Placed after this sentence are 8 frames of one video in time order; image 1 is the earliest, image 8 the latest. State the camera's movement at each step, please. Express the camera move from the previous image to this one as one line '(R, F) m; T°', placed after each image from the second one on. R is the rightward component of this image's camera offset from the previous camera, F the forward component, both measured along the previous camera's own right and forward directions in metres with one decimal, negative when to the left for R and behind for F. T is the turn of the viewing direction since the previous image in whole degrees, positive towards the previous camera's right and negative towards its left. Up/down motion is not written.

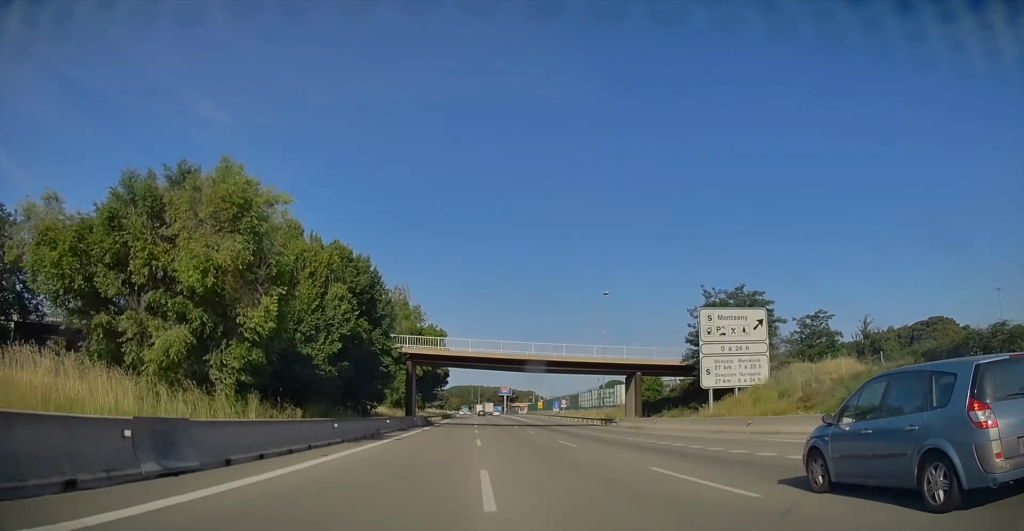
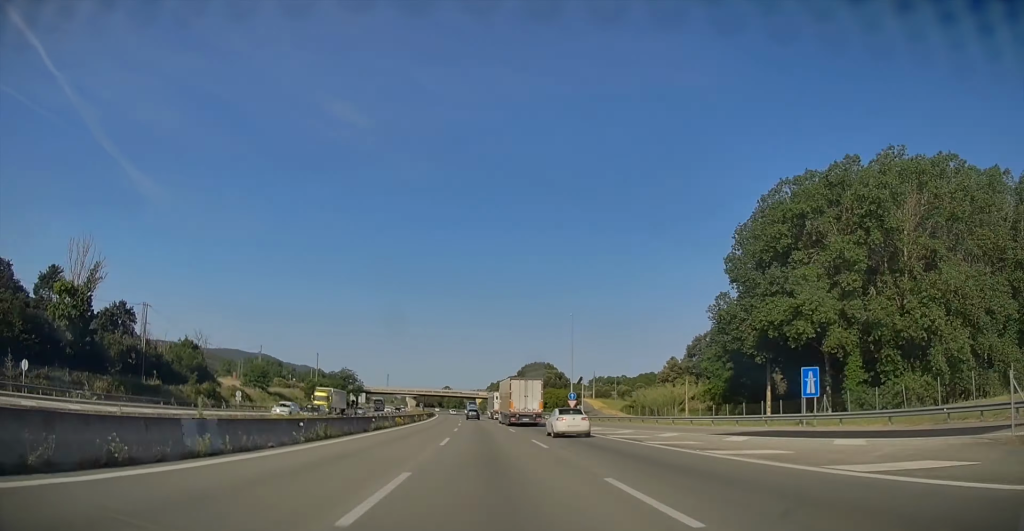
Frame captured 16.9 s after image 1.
(-46.4, +544.2) m; -13°
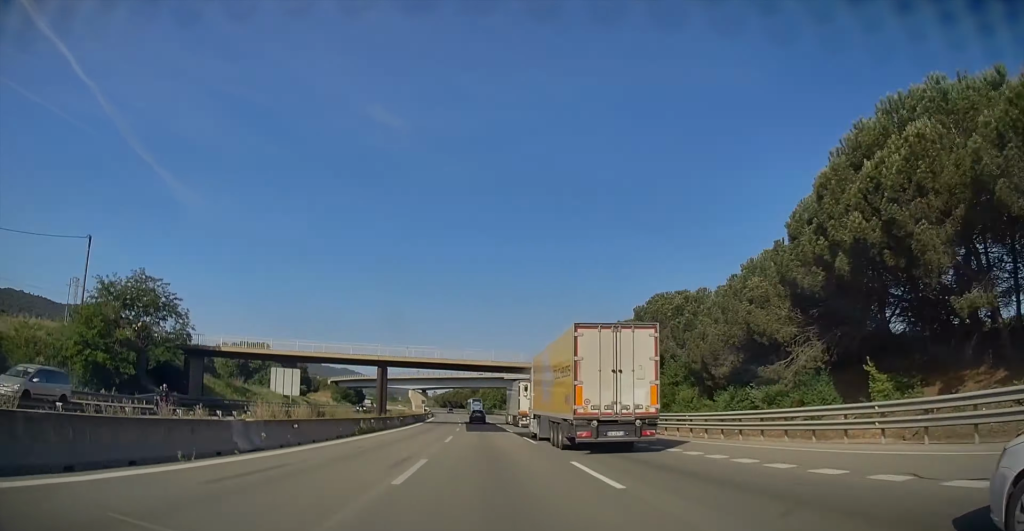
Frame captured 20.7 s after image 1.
(+0.7, +118.5) m; -4°
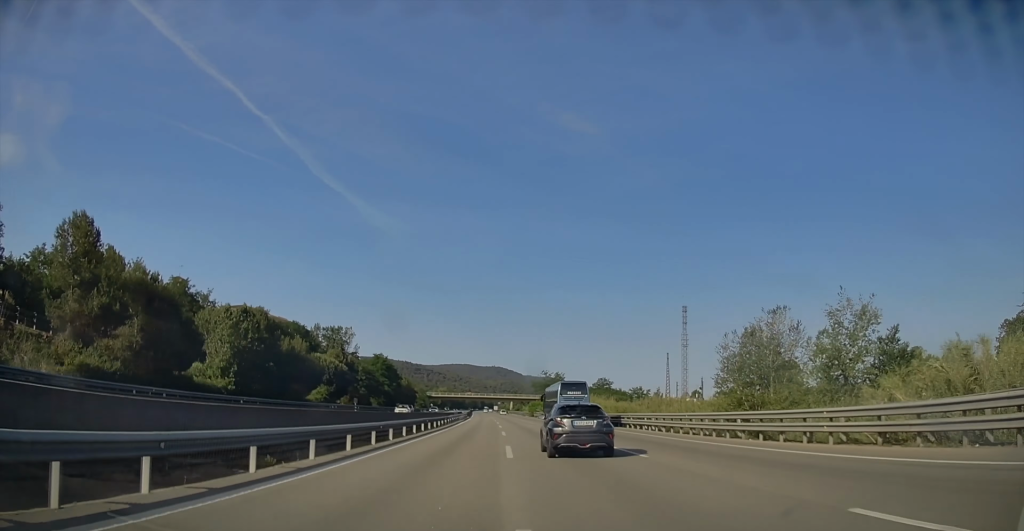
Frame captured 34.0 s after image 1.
(-48.0, +372.8) m; -12°
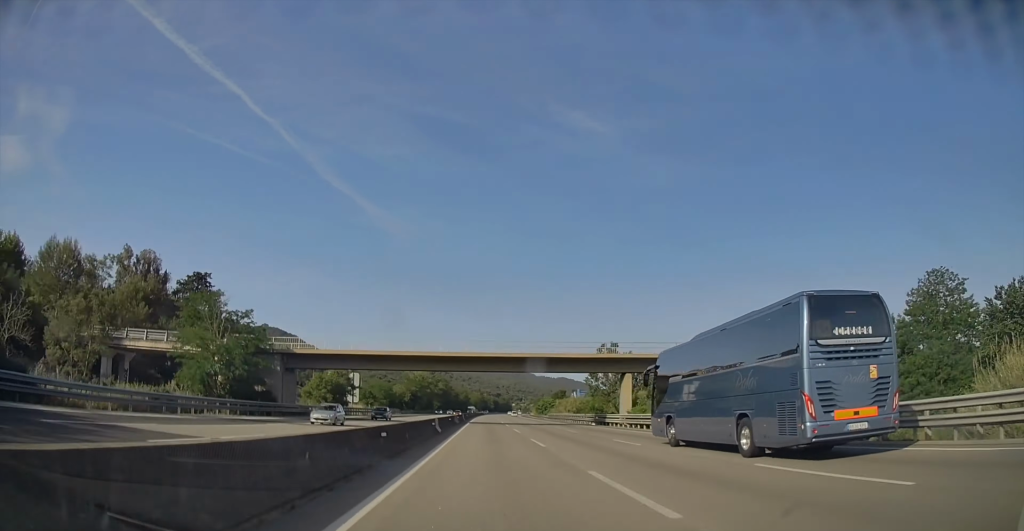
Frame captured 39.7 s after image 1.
(-5.2, +137.5) m; -2°
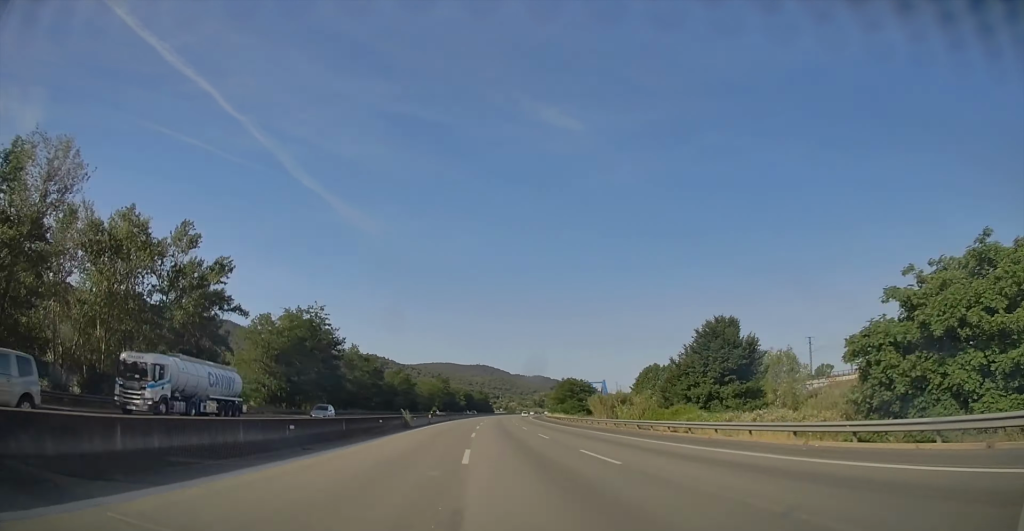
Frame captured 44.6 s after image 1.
(-3.9, +106.0) m; 0°
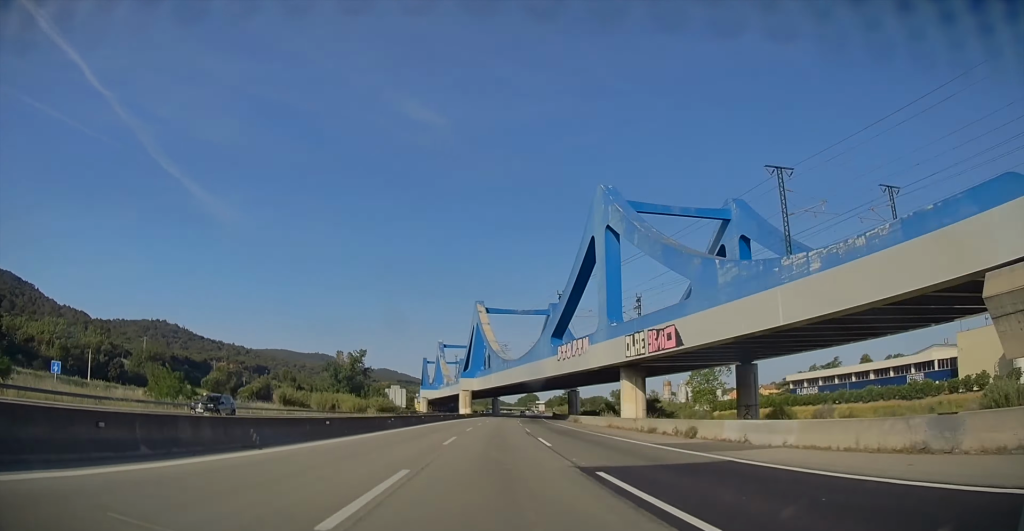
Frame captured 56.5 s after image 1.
(+45.1, +521.6) m; +10°
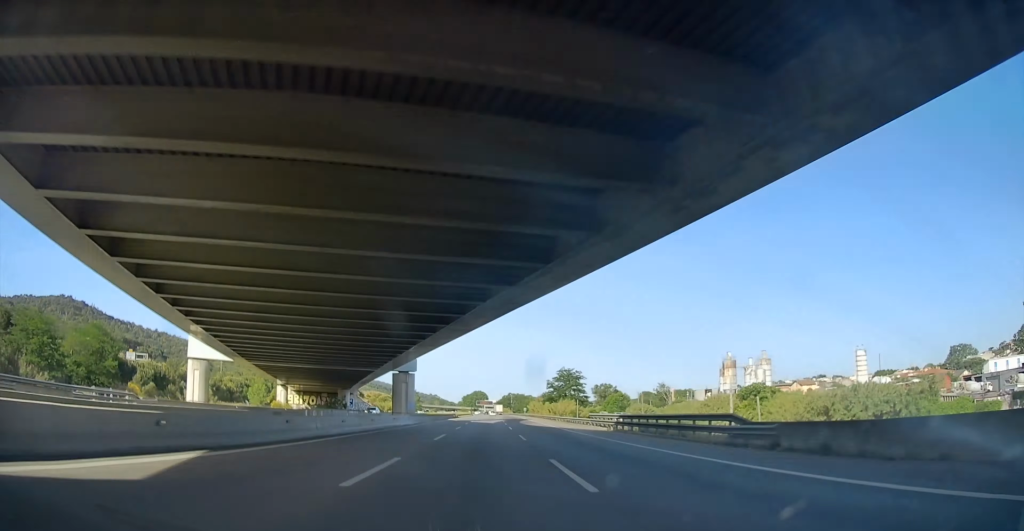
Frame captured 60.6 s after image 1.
(+5.4, +204.0) m; +4°
